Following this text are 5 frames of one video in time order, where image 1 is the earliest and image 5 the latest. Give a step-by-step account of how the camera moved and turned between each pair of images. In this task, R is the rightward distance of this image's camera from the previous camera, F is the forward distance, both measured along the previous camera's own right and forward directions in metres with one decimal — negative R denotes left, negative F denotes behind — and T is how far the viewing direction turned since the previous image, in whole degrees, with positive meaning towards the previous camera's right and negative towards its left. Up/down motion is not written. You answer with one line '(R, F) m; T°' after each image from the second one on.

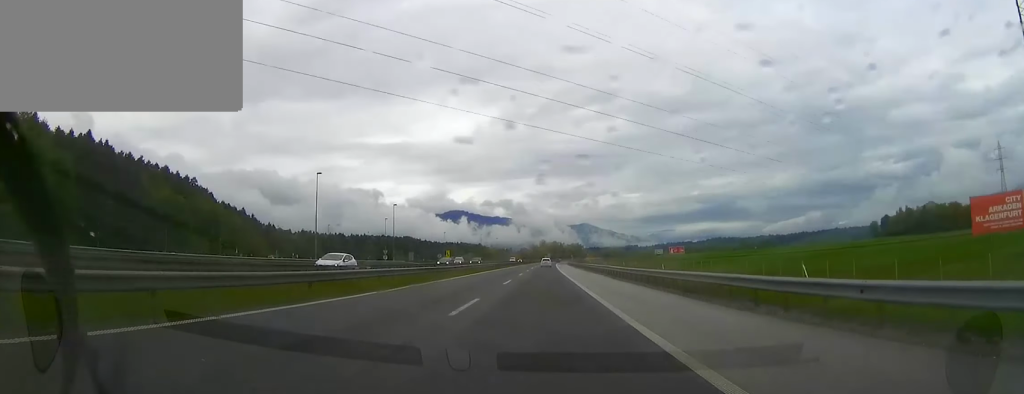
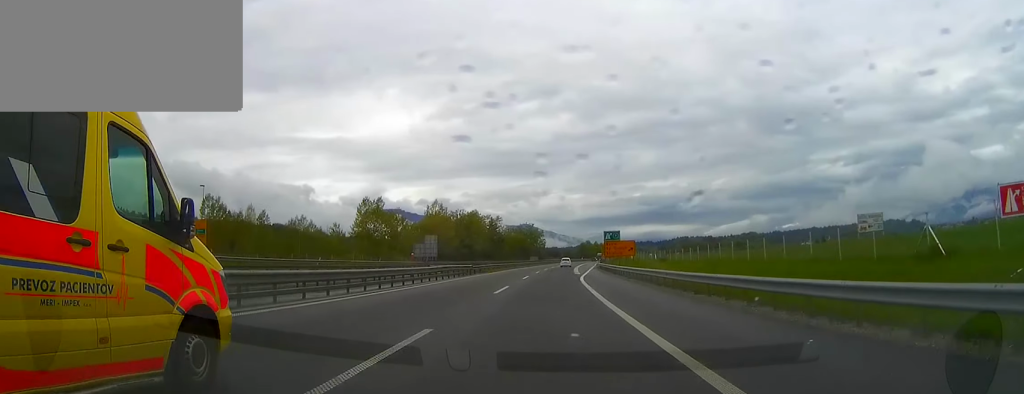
(+11.0, +346.2) m; +6°
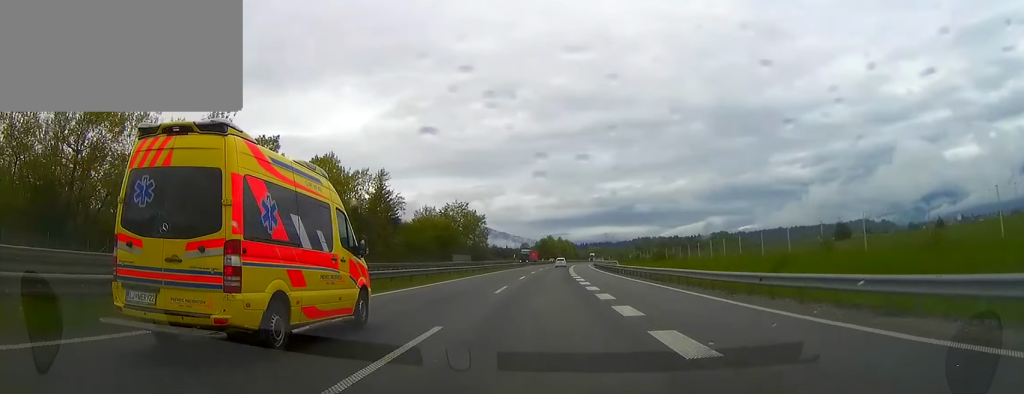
(+3.1, +105.8) m; +4°
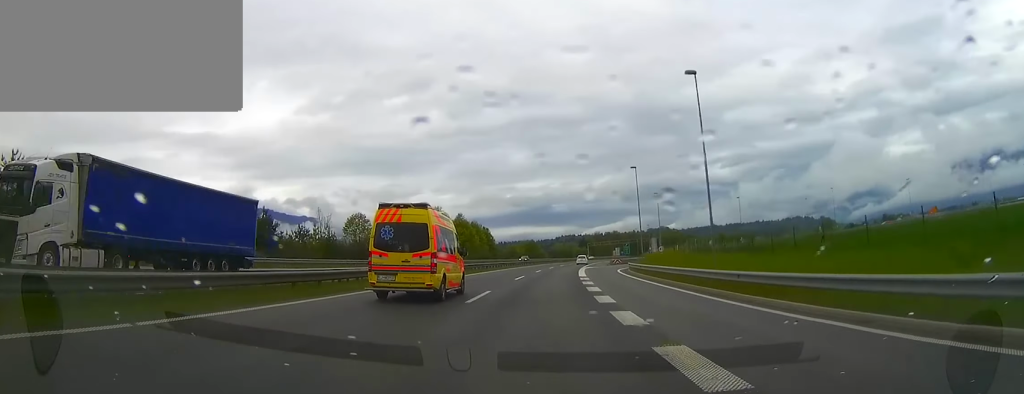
(+11.9, +165.8) m; +9°
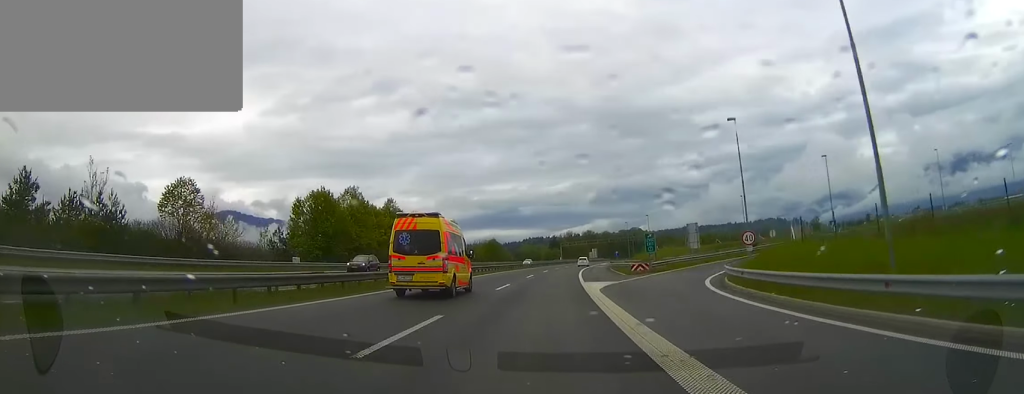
(-0.1, +44.9) m; +3°
